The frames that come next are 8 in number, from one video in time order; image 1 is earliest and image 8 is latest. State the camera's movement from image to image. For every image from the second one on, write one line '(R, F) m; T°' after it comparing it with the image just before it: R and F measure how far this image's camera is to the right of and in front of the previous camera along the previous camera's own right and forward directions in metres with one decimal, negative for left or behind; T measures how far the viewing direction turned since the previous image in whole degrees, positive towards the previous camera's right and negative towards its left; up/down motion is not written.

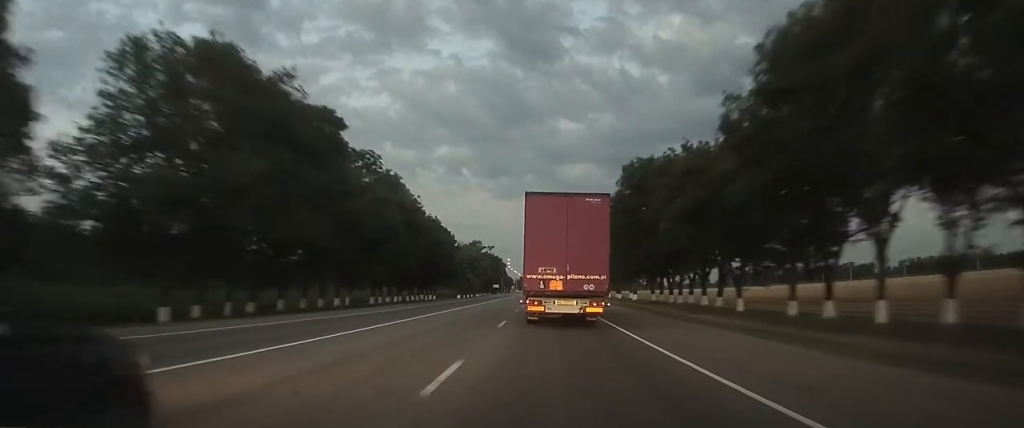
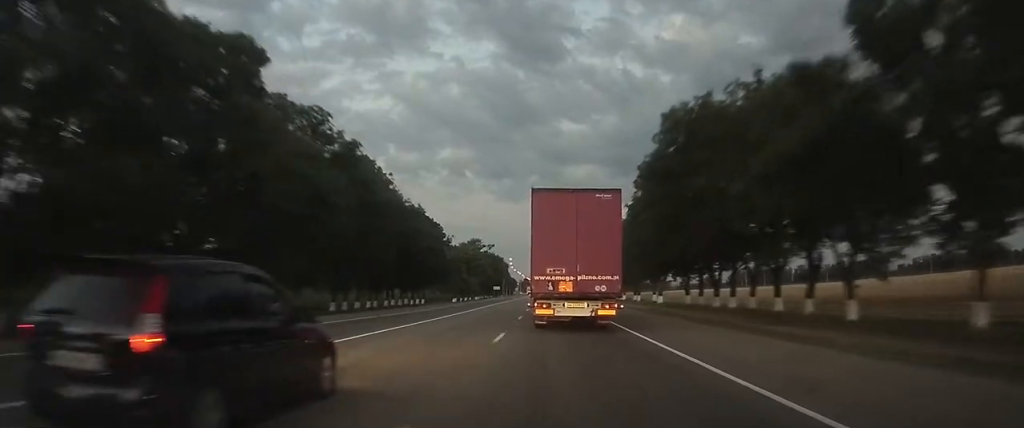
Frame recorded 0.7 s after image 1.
(0.0, +16.7) m; 0°
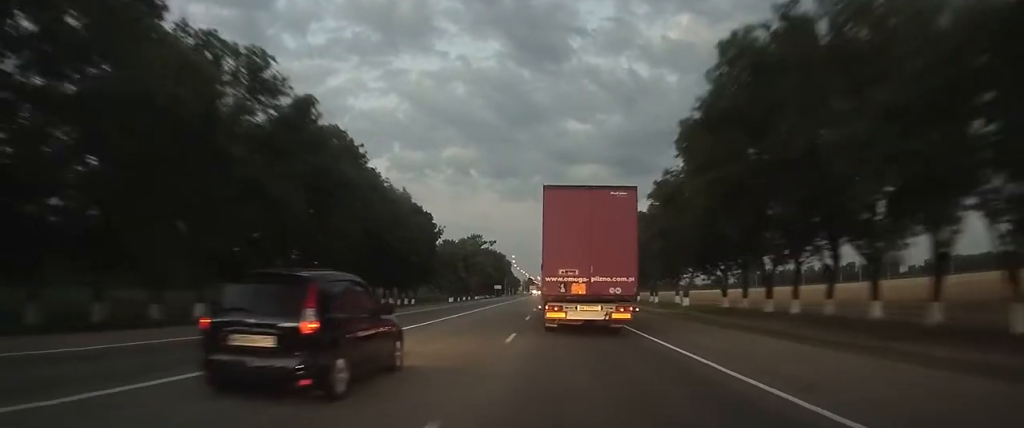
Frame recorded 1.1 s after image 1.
(-0.1, +11.8) m; 0°
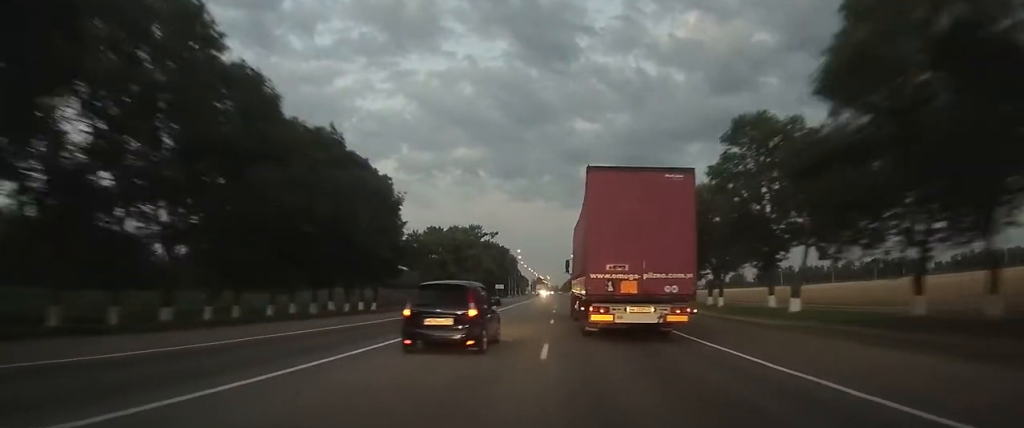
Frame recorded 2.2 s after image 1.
(-0.1, +27.5) m; 0°
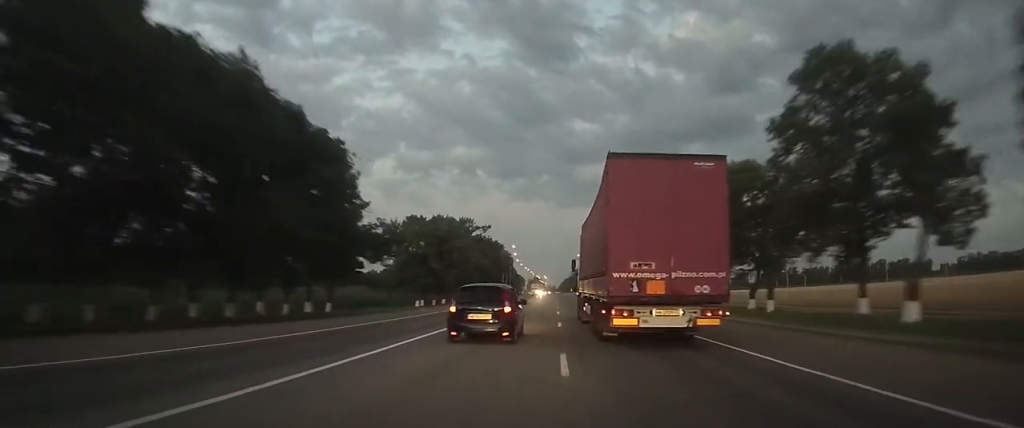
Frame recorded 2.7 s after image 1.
(0.0, +14.0) m; 0°
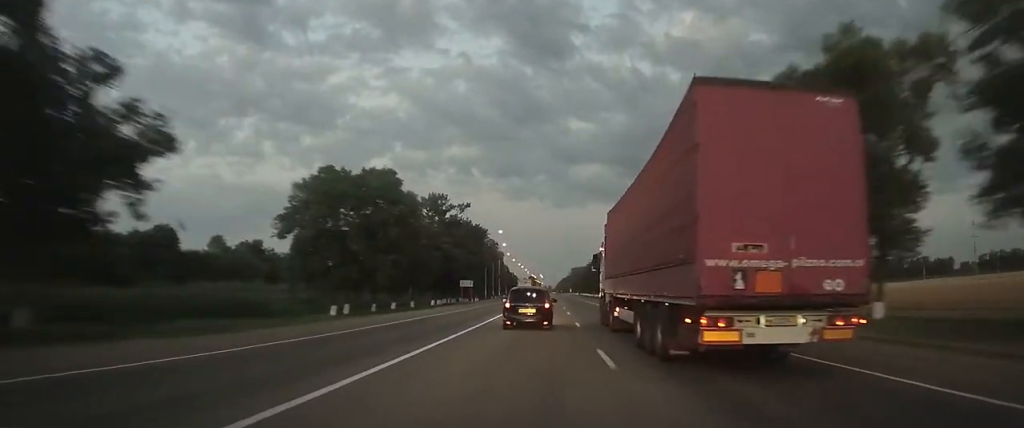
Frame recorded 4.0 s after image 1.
(+0.1, +35.2) m; 0°
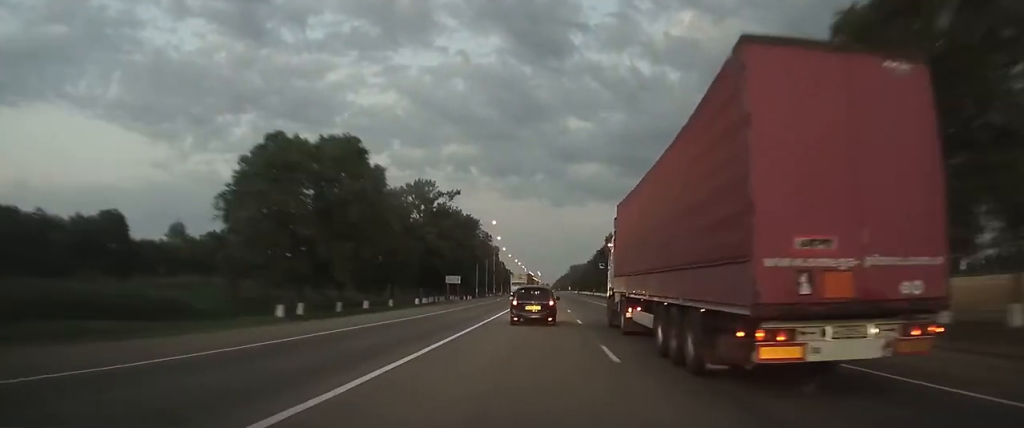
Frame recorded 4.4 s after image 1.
(0.0, +11.0) m; 0°
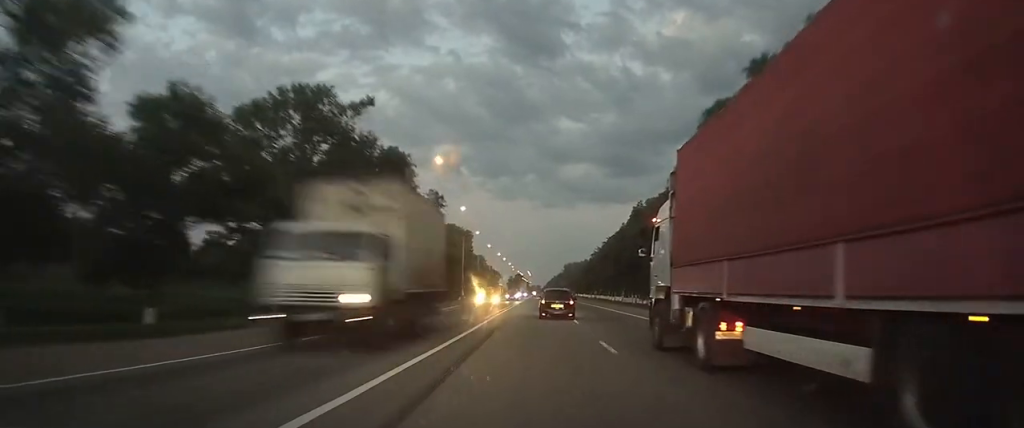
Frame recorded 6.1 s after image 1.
(+0.1, +46.5) m; 0°
